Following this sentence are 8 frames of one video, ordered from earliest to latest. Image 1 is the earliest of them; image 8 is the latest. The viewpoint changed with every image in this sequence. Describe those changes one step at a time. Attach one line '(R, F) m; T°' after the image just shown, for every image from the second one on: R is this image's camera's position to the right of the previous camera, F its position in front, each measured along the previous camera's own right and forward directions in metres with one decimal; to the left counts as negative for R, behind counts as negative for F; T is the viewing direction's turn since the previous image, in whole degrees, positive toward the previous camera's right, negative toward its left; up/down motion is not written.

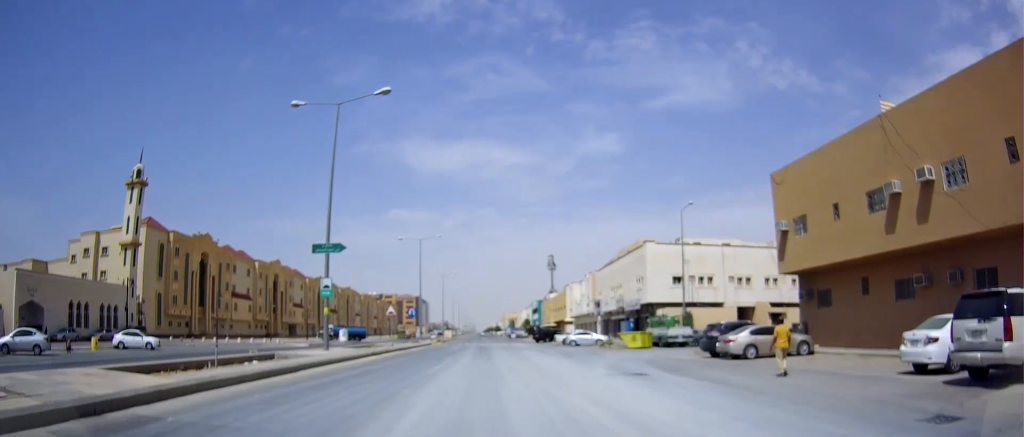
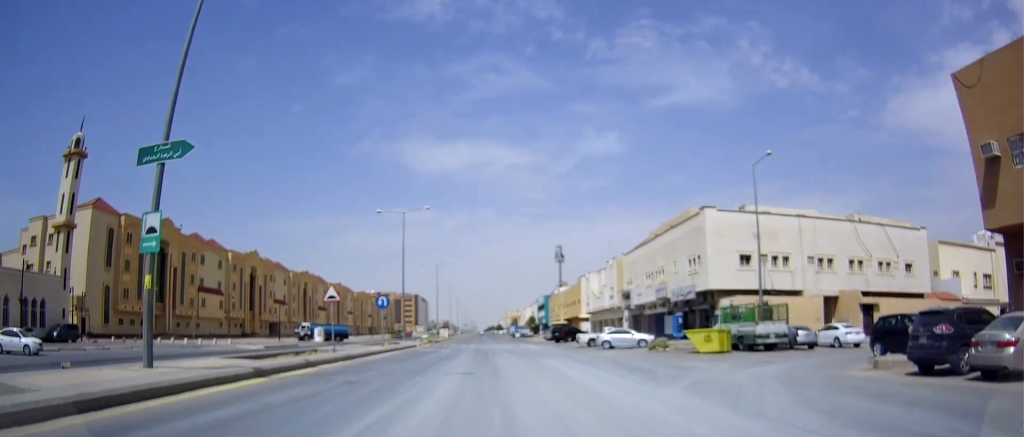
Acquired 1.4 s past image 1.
(-0.1, +15.7) m; +1°
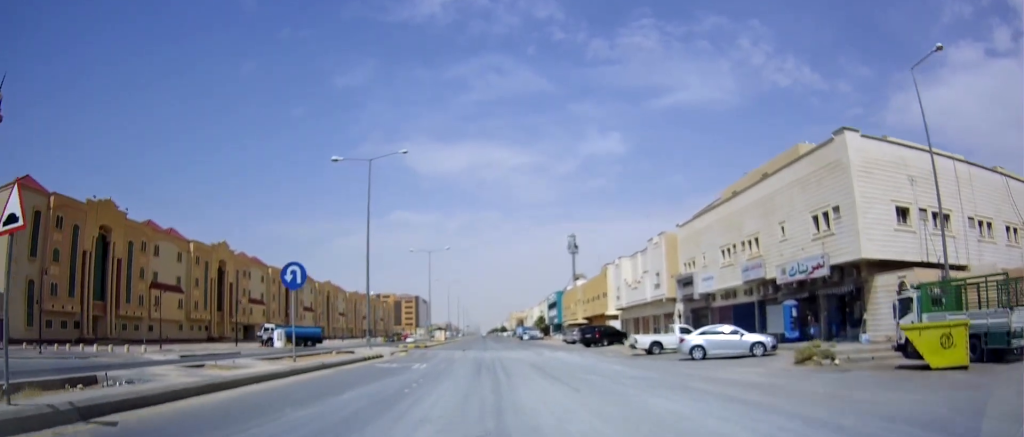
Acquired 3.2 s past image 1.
(+0.2, +19.0) m; 0°
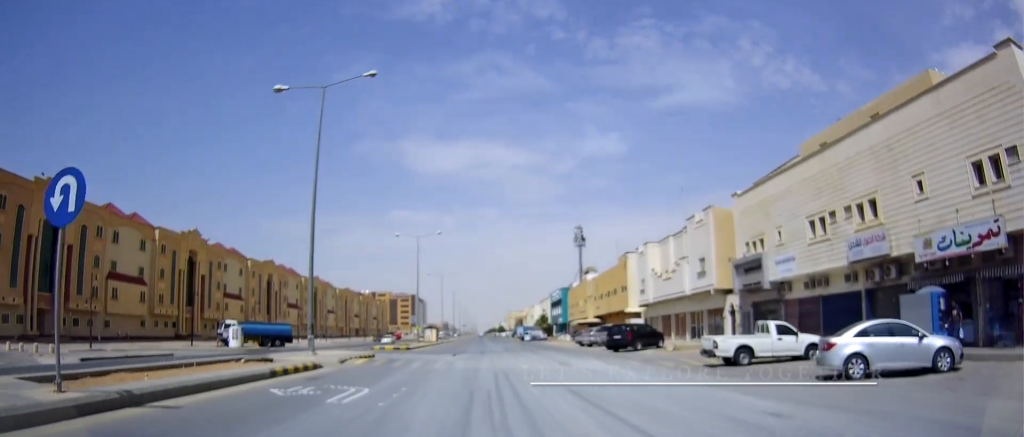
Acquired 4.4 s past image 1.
(-0.1, +12.8) m; -1°
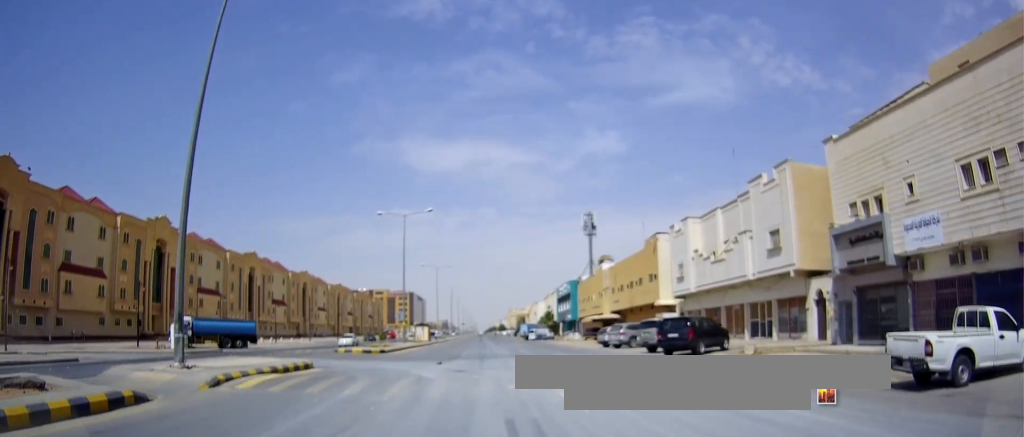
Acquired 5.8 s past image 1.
(-0.1, +13.6) m; 0°
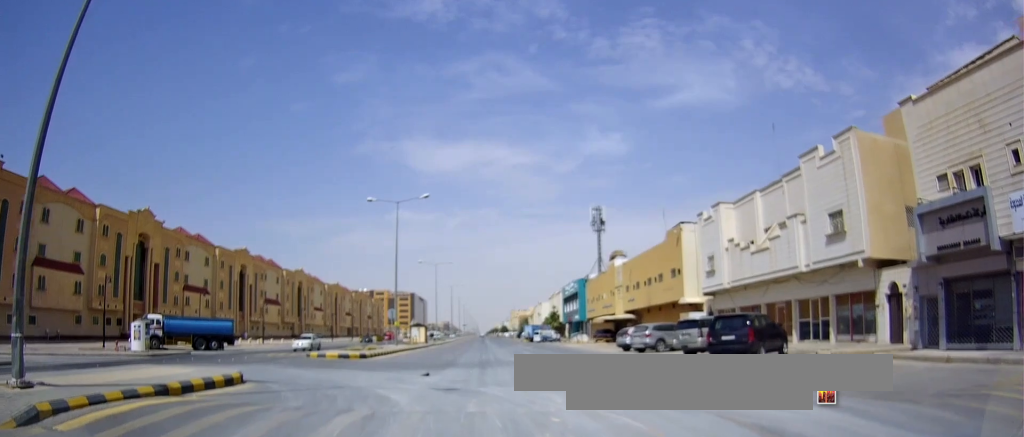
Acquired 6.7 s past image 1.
(+0.1, +8.4) m; +3°
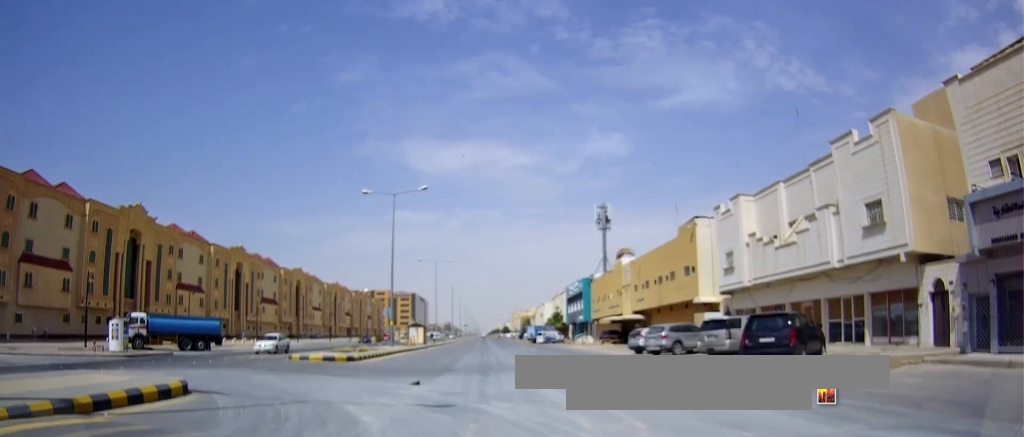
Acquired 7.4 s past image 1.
(+0.2, +4.7) m; +1°
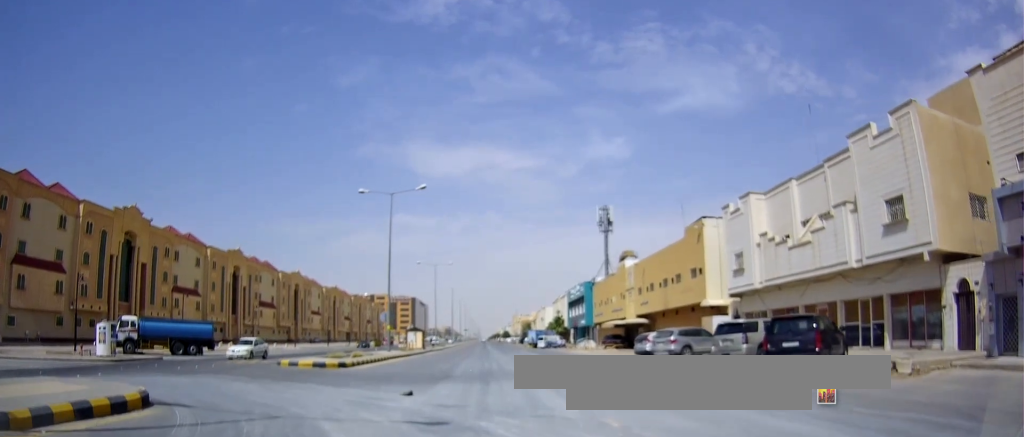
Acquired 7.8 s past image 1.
(+0.2, +2.8) m; 0°
